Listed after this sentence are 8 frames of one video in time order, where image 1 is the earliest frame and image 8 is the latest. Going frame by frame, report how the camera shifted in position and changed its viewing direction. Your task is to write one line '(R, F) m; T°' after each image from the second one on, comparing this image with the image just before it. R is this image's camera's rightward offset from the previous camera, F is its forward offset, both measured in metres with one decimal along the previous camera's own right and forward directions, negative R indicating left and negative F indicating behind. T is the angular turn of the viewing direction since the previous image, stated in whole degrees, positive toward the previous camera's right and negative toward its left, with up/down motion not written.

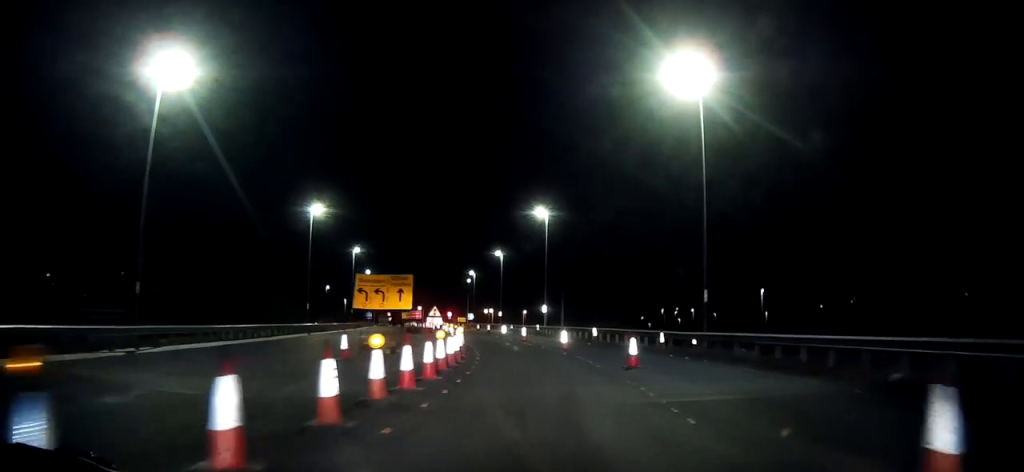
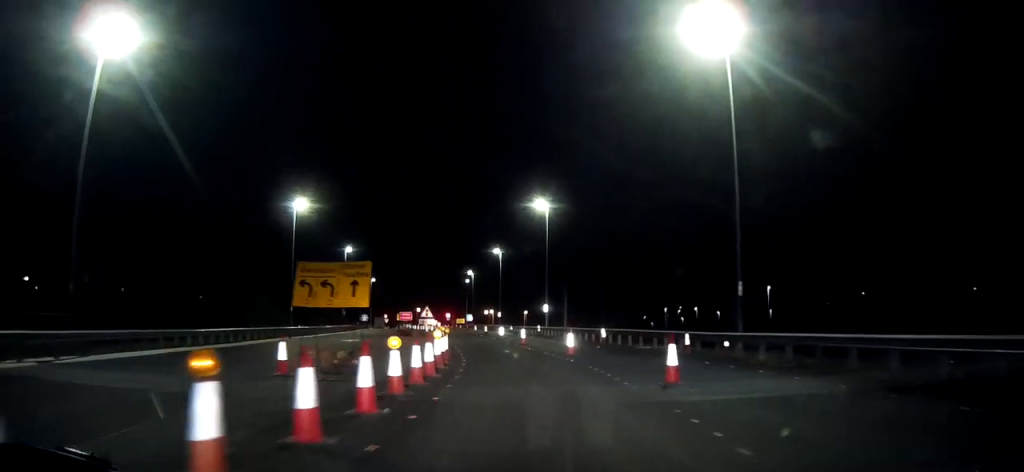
(+0.2, +5.5) m; 0°
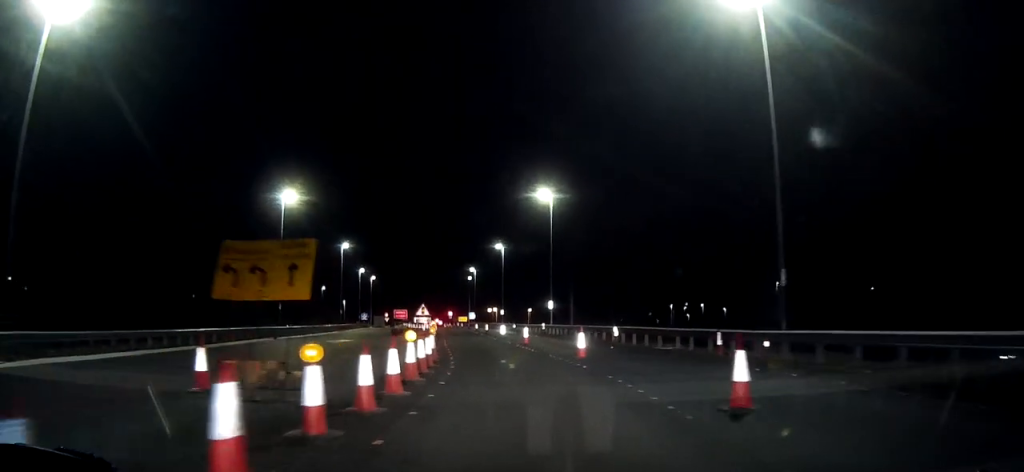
(-0.1, +4.3) m; -1°
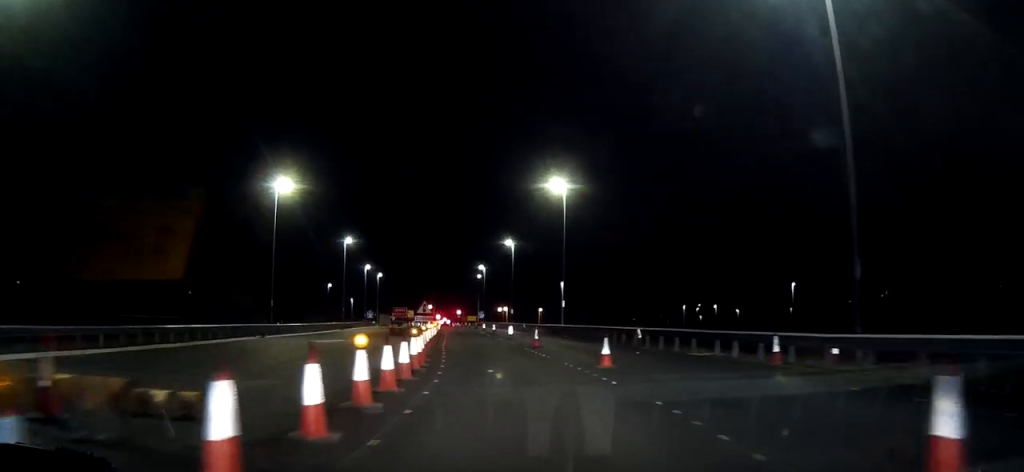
(-0.1, +4.6) m; -1°
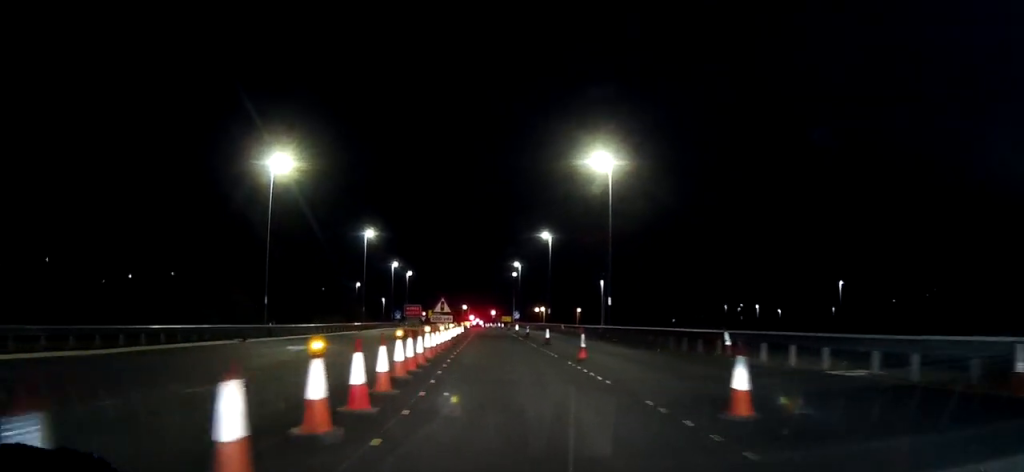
(-0.1, +9.2) m; -2°
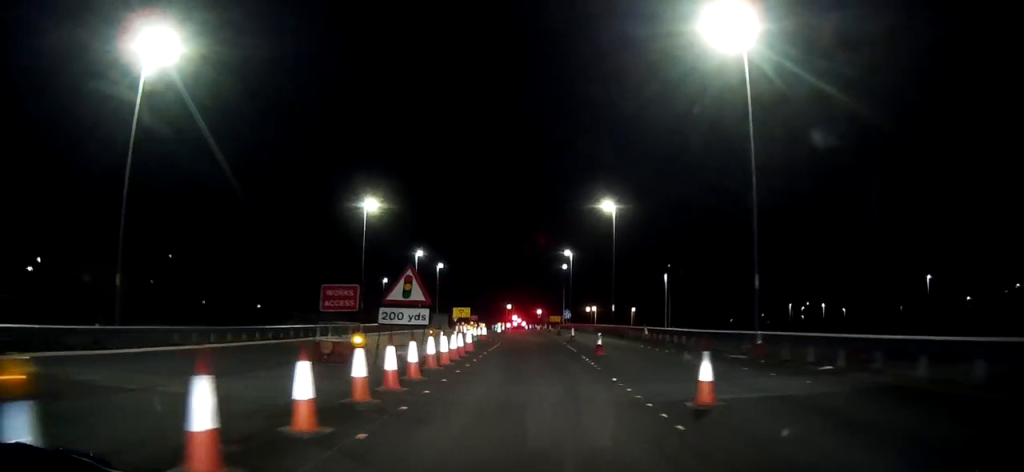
(-1.2, +26.5) m; -4°
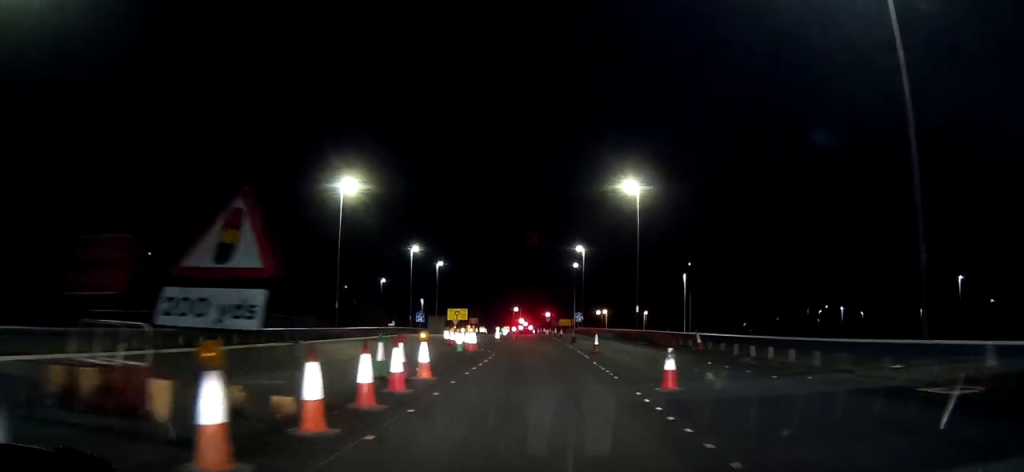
(-0.2, +12.7) m; -2°
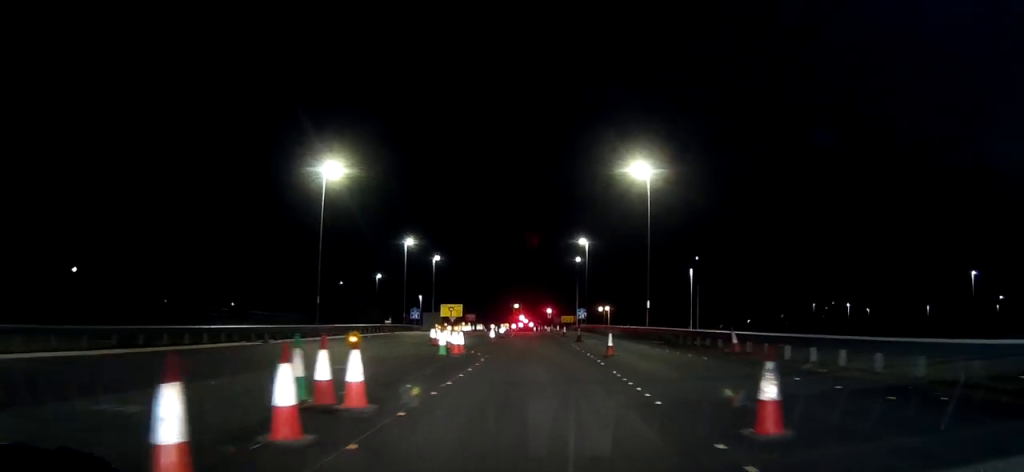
(-0.1, +5.7) m; -1°
